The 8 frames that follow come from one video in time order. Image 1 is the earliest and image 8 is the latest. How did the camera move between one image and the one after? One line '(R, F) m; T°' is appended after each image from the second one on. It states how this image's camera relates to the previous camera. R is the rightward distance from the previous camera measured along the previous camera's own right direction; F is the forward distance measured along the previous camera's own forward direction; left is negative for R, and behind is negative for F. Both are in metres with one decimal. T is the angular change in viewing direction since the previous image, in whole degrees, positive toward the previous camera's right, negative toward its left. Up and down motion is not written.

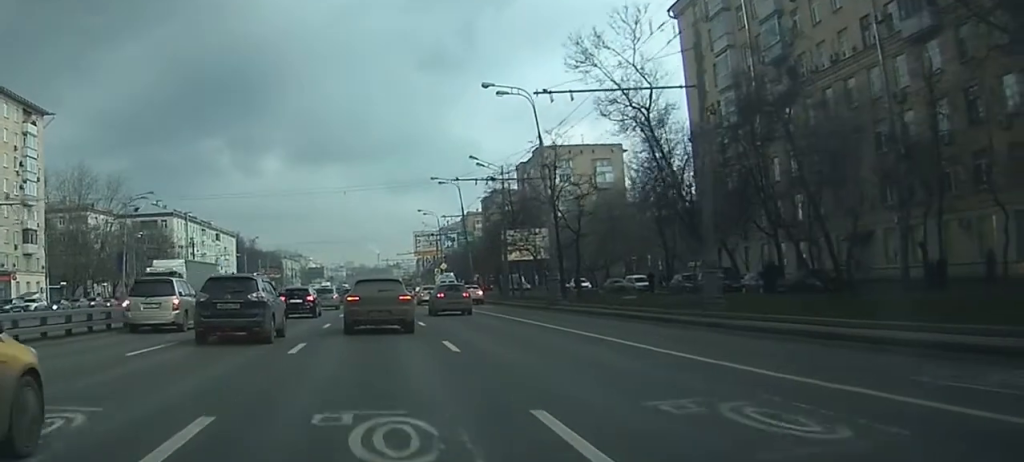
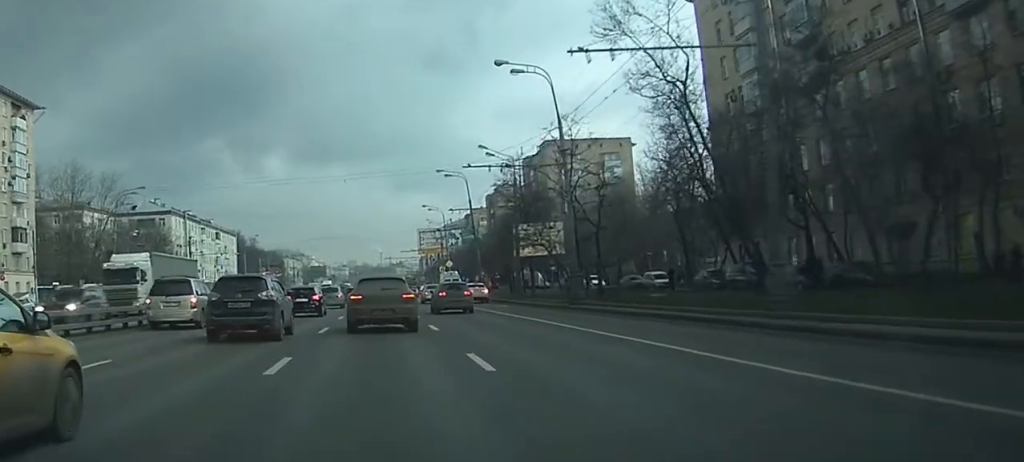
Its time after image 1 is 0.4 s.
(0.0, +4.5) m; 0°
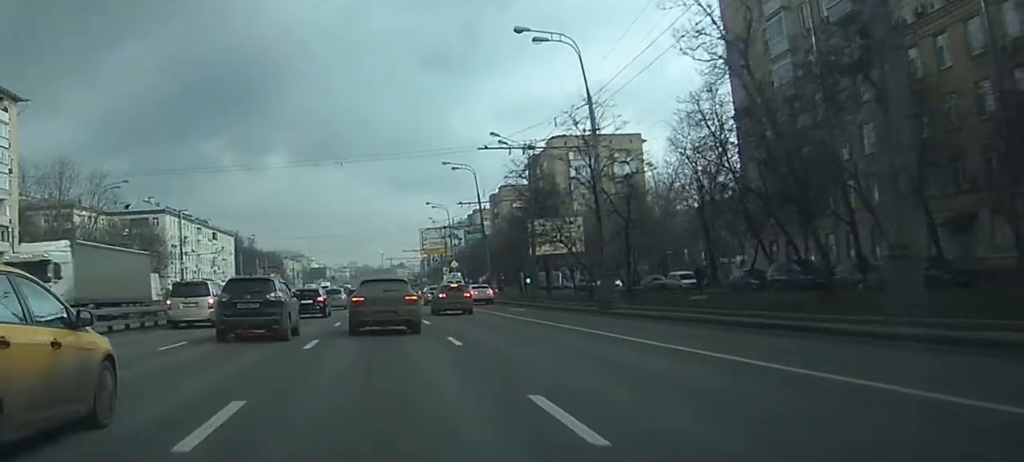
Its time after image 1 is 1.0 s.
(0.0, +6.0) m; 0°
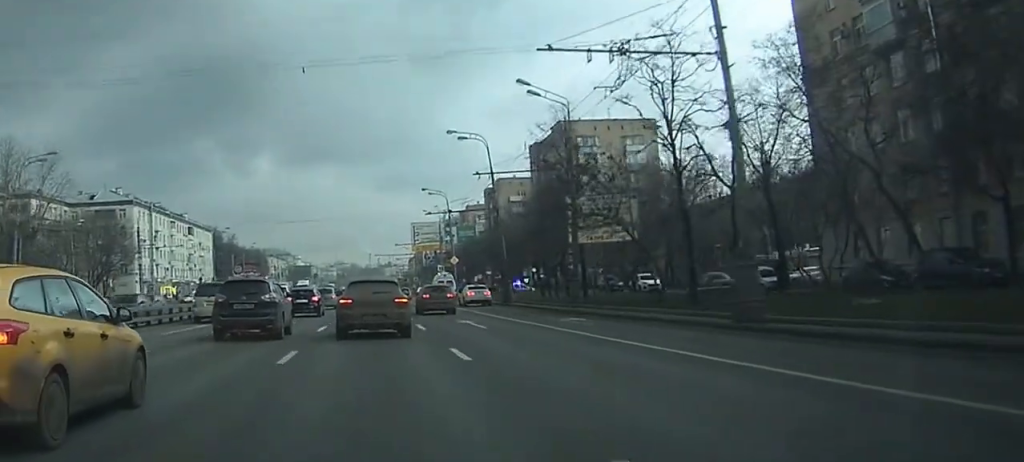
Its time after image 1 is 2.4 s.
(0.0, +15.8) m; 0°
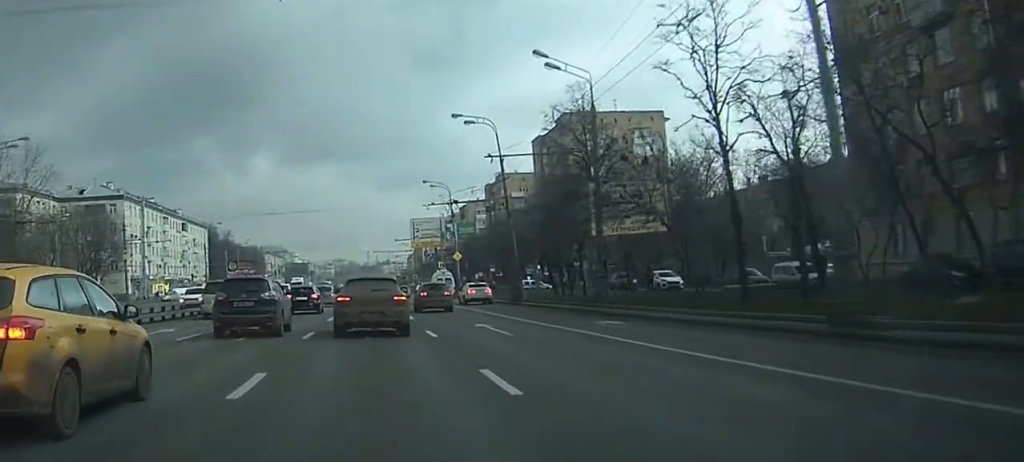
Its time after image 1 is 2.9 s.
(0.0, +5.2) m; 0°
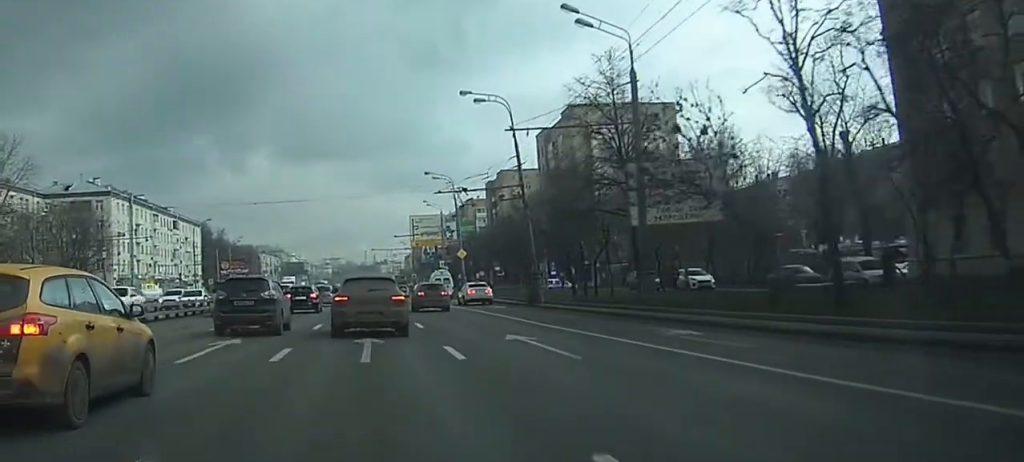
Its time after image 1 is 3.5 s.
(0.0, +6.7) m; 0°
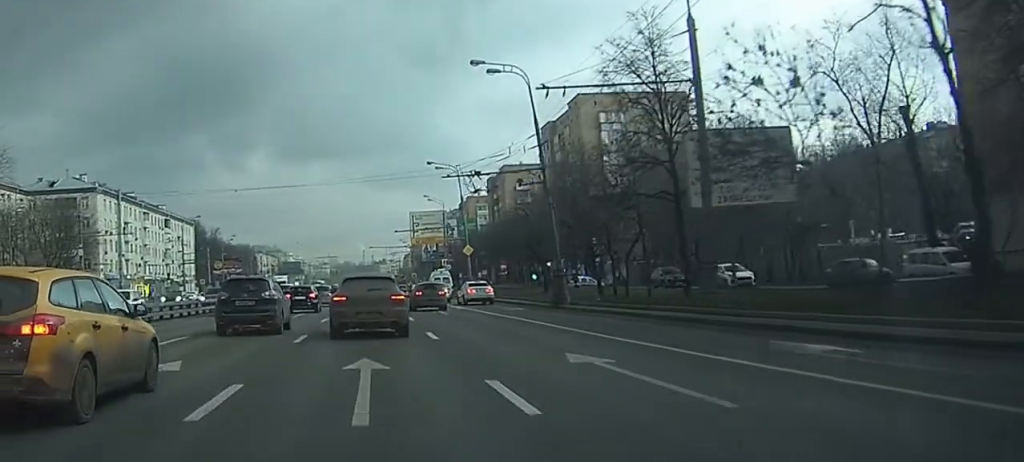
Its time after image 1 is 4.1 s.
(0.0, +6.7) m; 0°
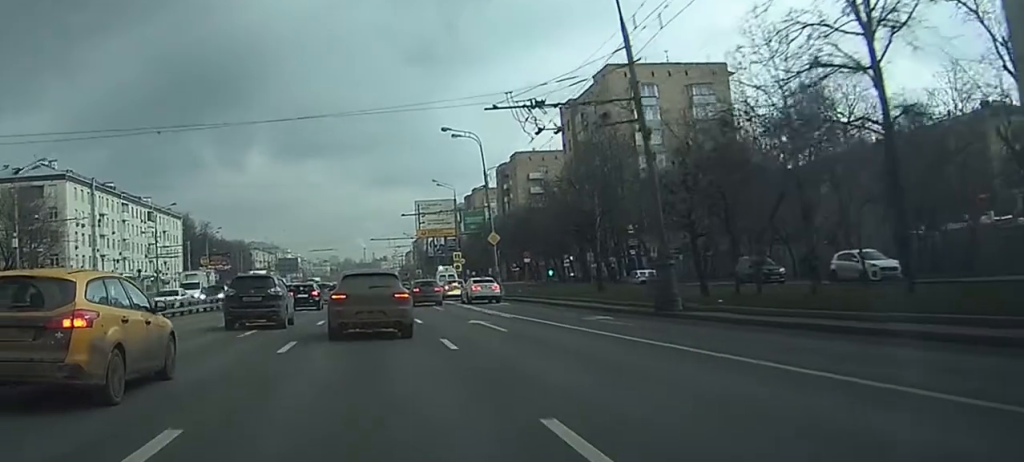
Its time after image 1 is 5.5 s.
(+0.2, +15.6) m; +1°
